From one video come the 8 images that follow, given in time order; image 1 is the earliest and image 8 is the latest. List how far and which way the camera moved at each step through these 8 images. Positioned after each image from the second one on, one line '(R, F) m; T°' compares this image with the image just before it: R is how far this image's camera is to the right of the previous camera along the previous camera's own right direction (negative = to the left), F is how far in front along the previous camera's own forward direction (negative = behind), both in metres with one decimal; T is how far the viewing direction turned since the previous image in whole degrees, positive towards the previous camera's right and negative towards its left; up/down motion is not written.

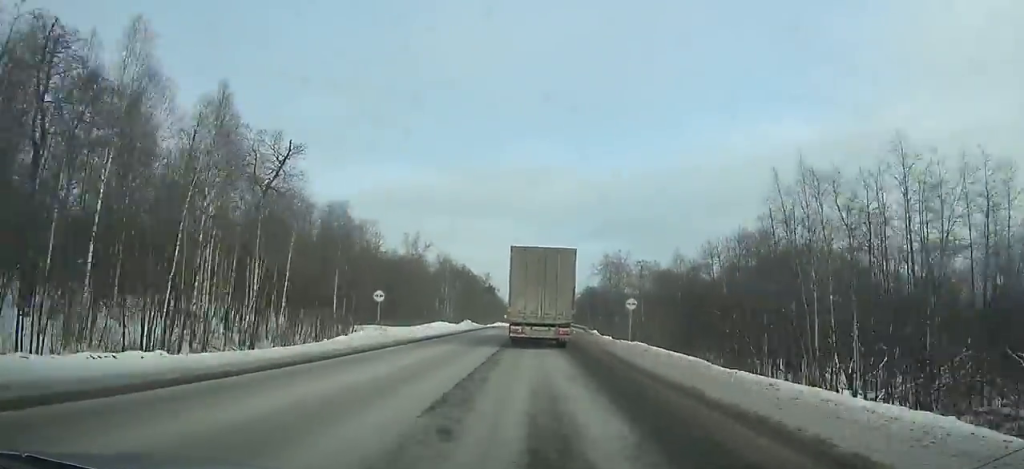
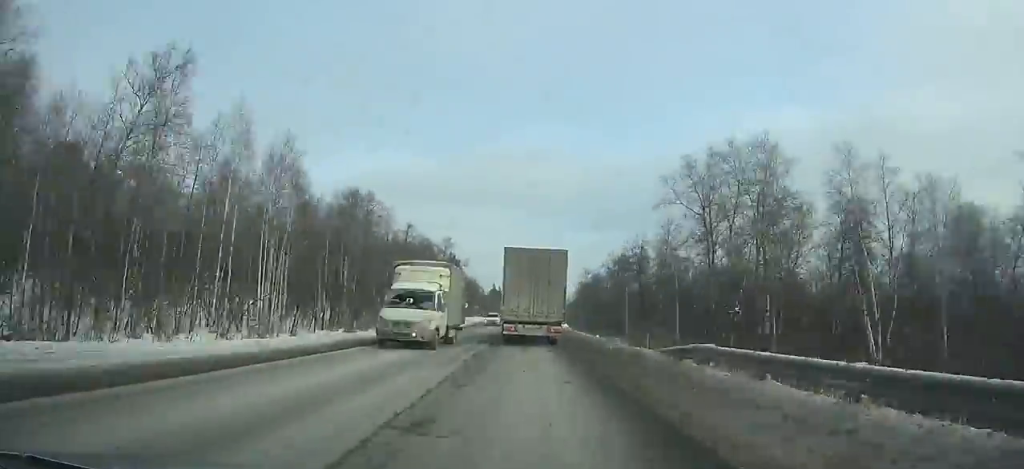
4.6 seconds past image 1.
(+0.1, +82.5) m; 0°
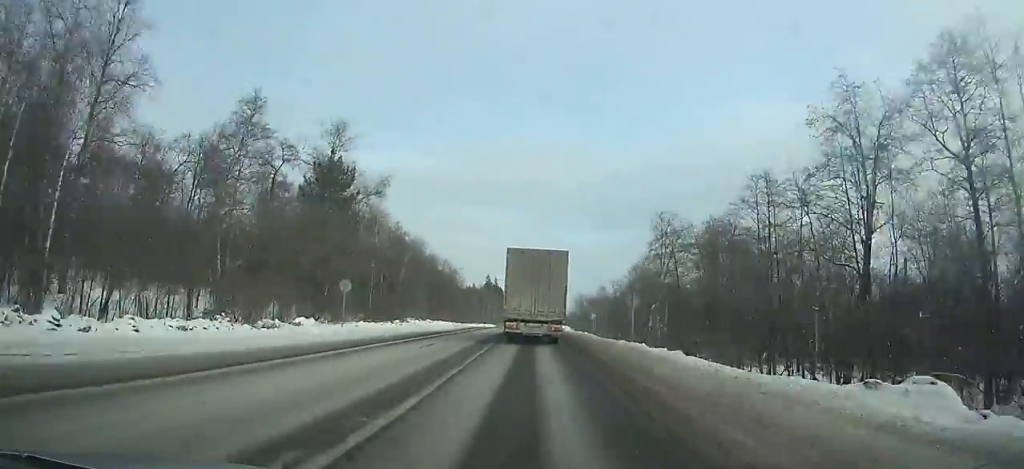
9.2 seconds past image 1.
(-0.1, +85.2) m; 0°
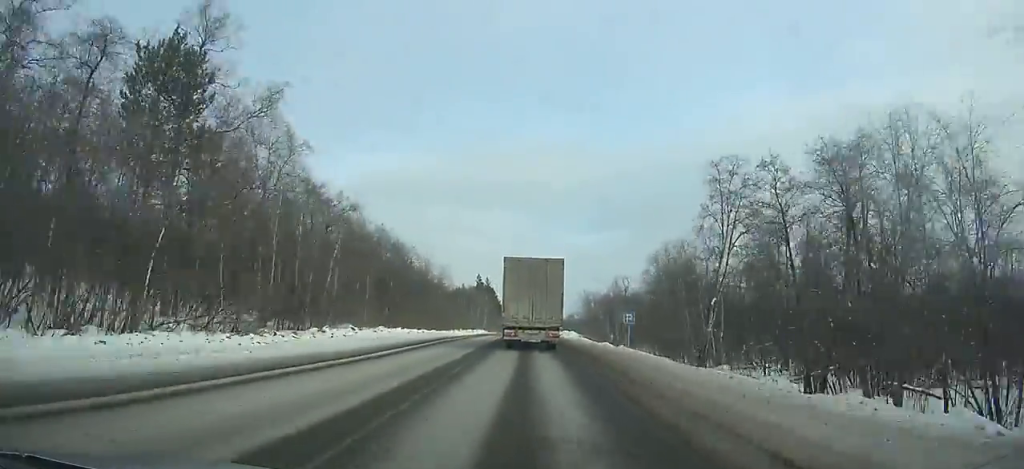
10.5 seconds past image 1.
(0.0, +24.6) m; 0°
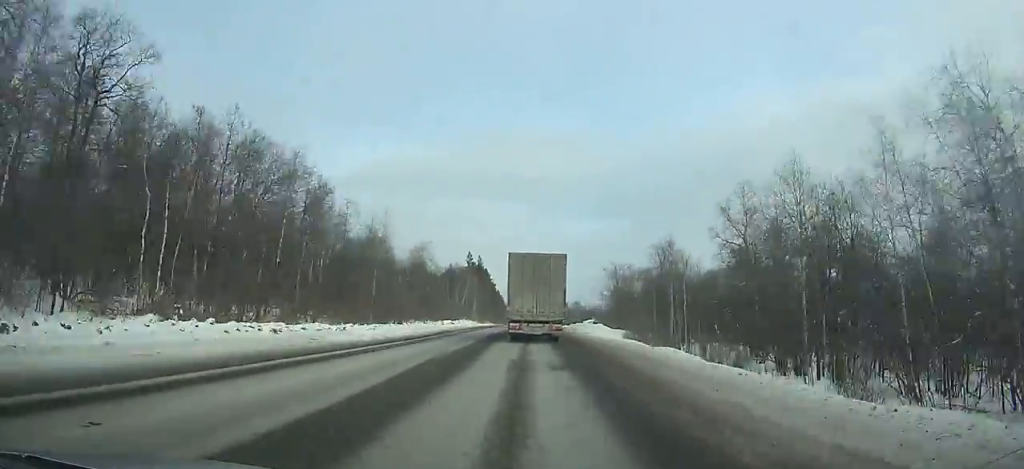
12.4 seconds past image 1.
(+0.2, +36.6) m; 0°
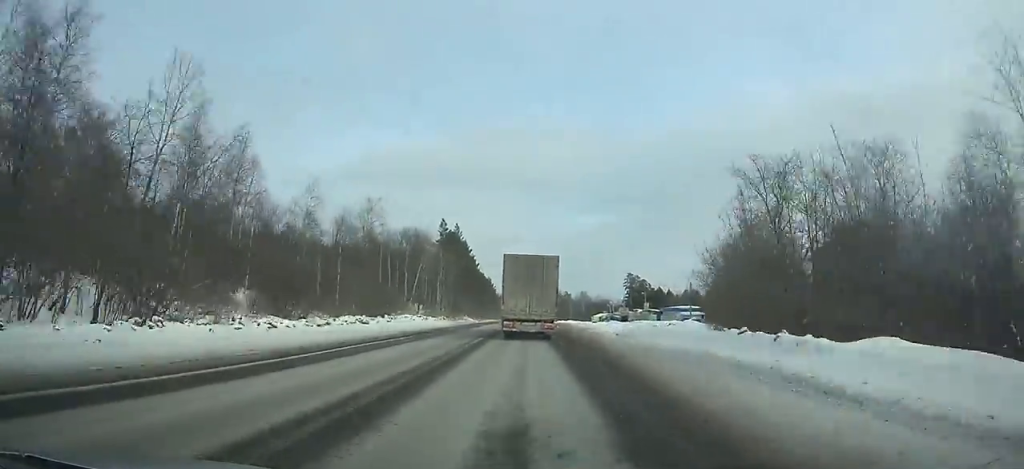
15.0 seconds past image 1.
(+0.2, +50.8) m; 0°
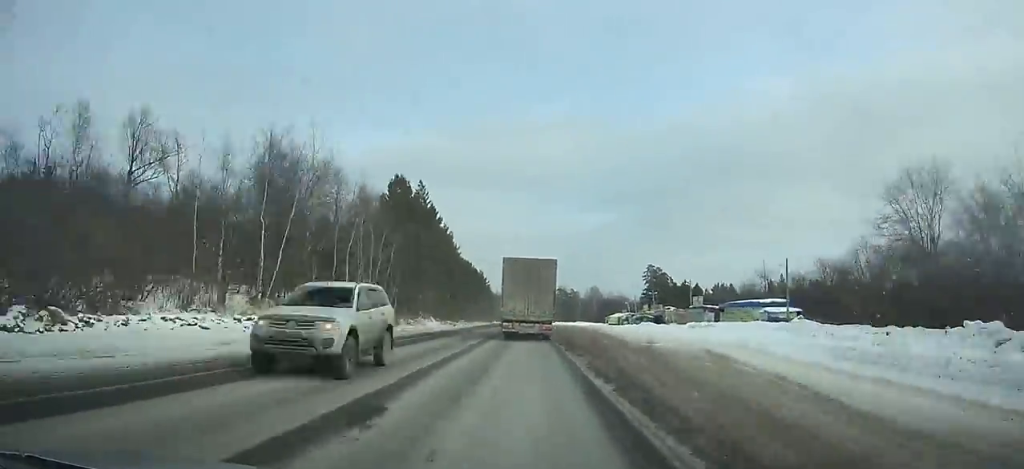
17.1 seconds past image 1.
(+0.1, +41.6) m; 0°
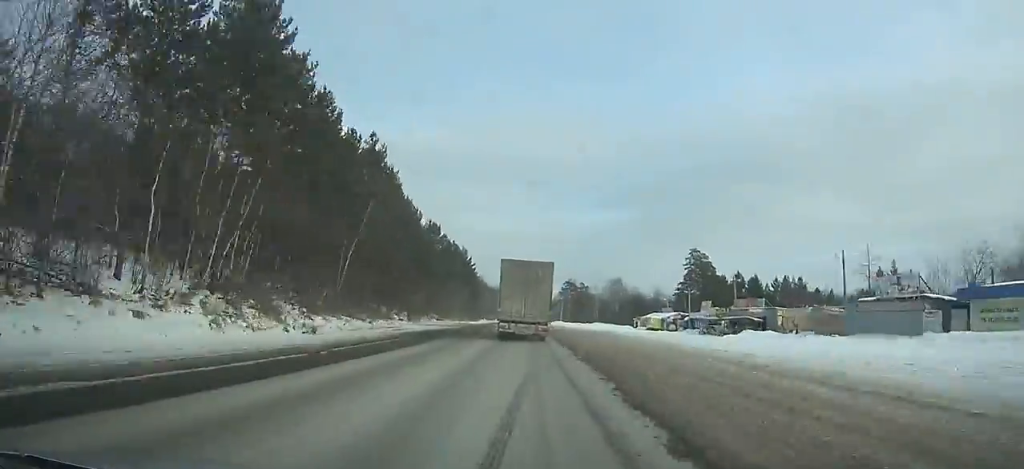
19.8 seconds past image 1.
(-0.1, +54.1) m; 0°
